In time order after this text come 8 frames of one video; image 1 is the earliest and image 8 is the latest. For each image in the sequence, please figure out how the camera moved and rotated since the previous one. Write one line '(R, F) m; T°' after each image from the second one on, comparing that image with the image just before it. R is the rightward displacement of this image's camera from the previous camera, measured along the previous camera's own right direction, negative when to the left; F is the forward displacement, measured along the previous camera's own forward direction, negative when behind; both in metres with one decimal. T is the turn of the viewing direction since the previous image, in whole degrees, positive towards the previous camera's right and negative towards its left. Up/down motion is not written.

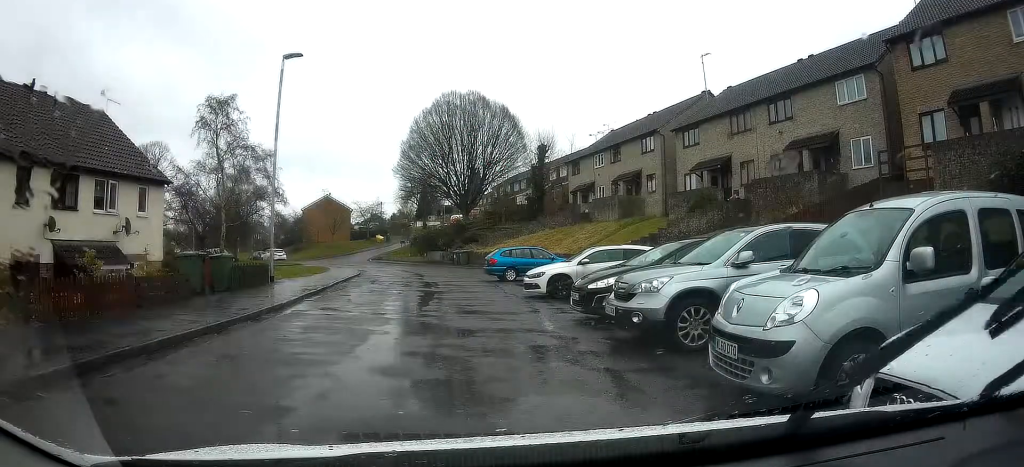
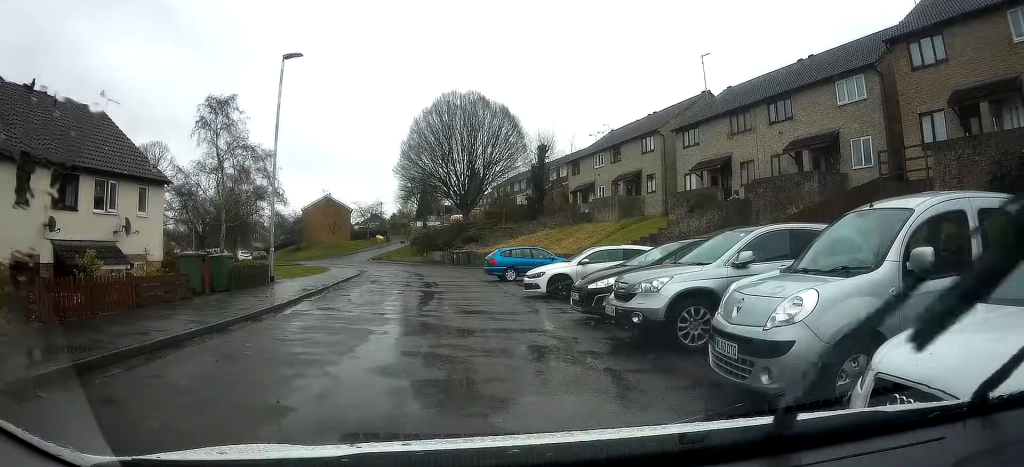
(0.0, 0.0) m; 0°
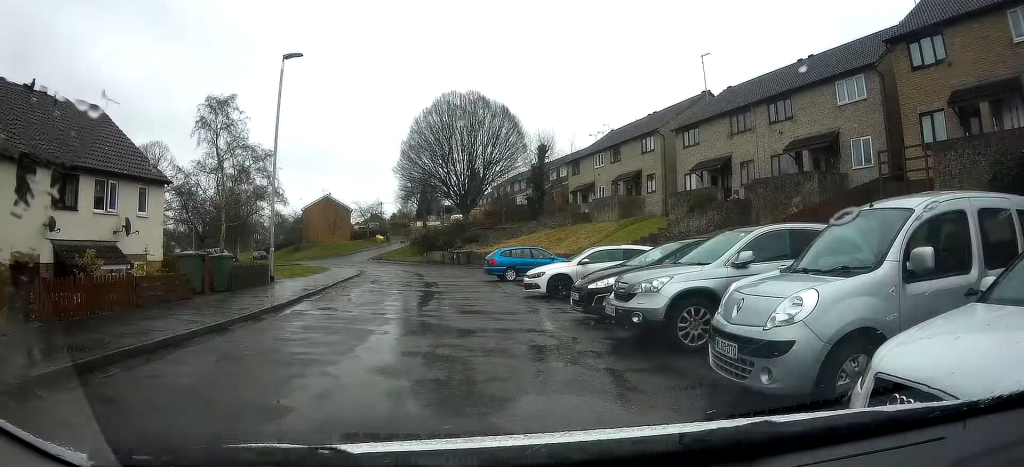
(0.0, 0.0) m; 0°
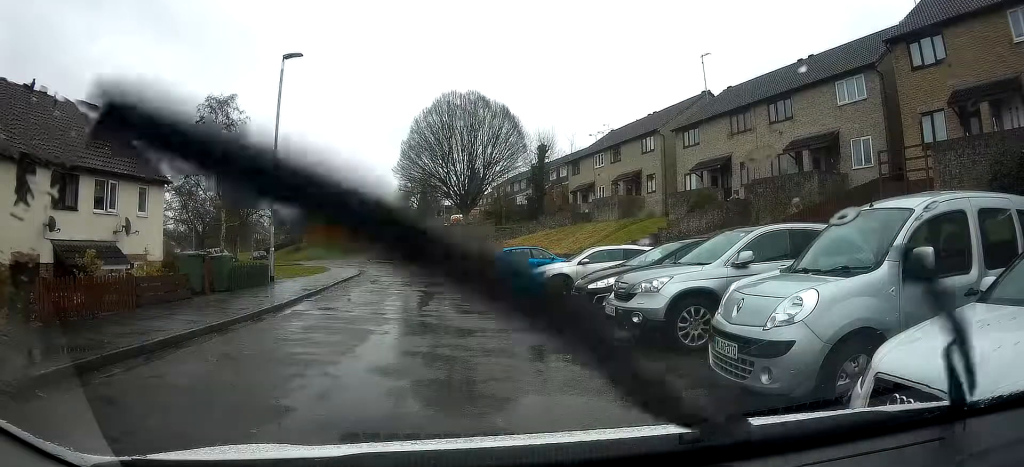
(0.0, 0.0) m; 0°
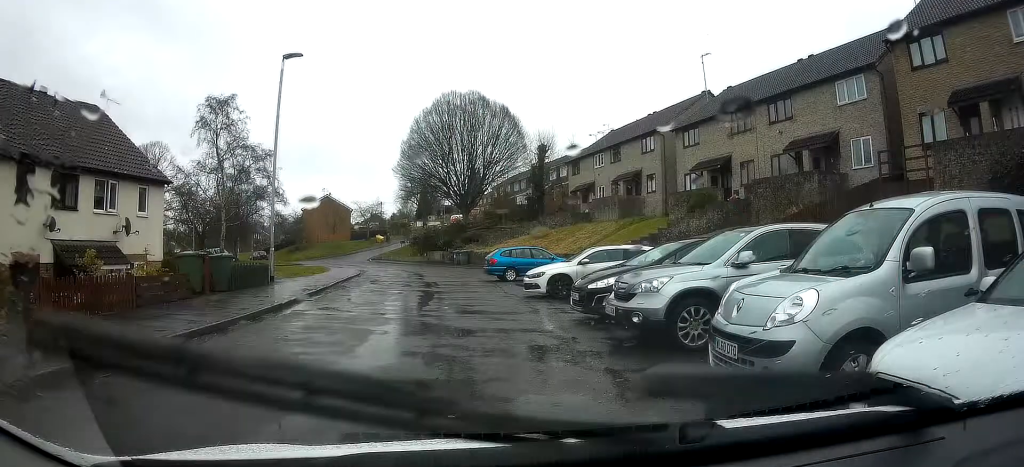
(0.0, 0.0) m; 0°
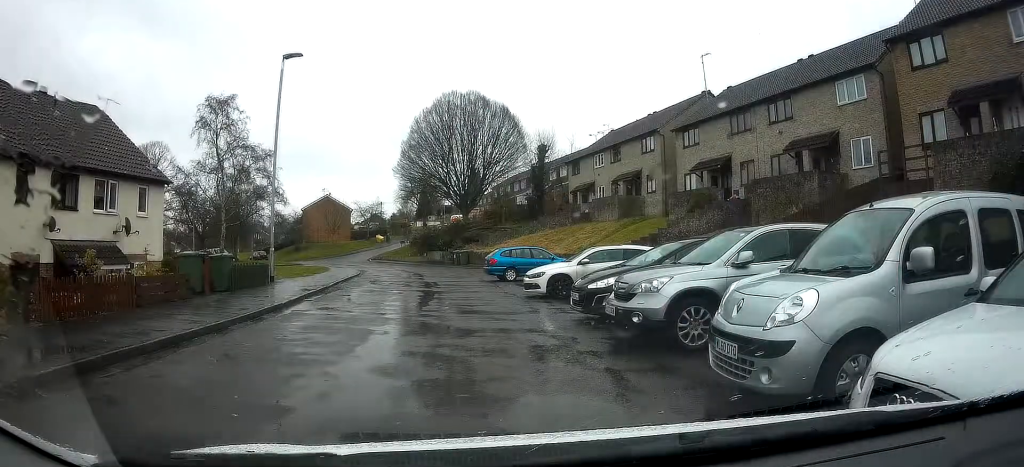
(0.0, 0.0) m; 0°
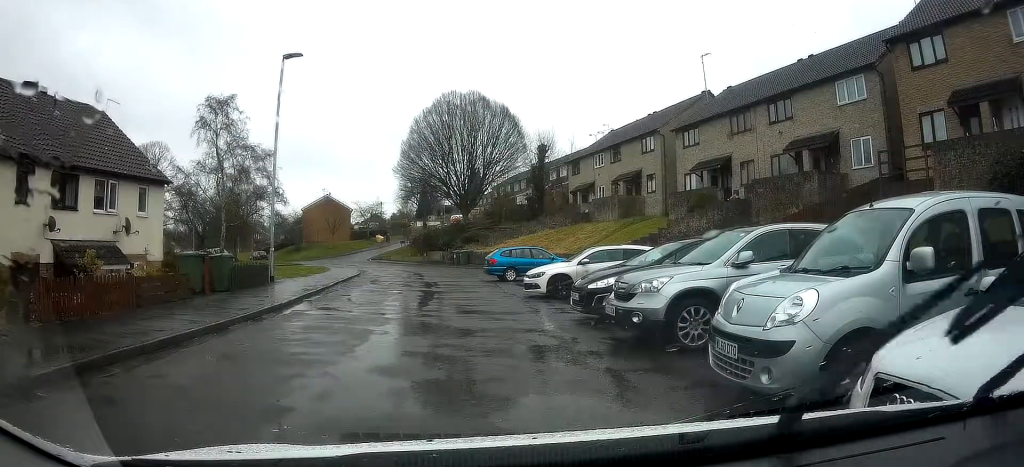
(0.0, 0.0) m; 0°
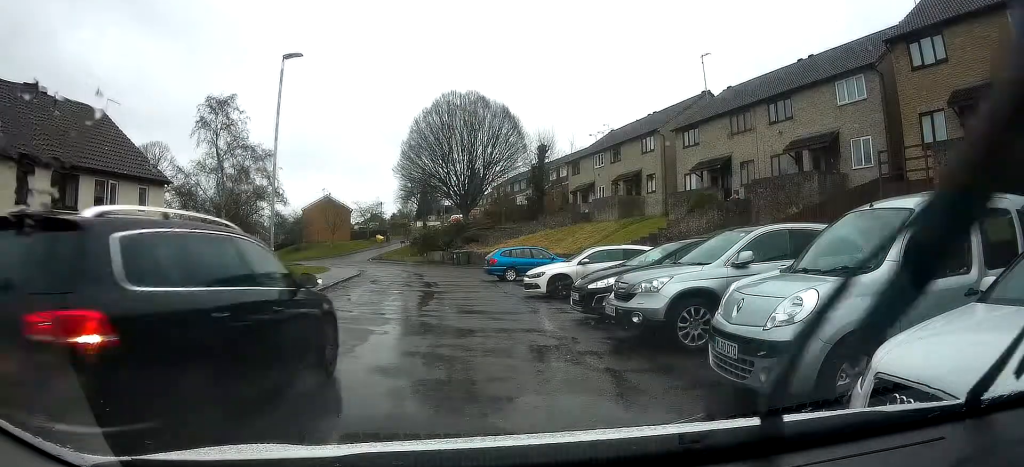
(0.0, 0.0) m; 0°
